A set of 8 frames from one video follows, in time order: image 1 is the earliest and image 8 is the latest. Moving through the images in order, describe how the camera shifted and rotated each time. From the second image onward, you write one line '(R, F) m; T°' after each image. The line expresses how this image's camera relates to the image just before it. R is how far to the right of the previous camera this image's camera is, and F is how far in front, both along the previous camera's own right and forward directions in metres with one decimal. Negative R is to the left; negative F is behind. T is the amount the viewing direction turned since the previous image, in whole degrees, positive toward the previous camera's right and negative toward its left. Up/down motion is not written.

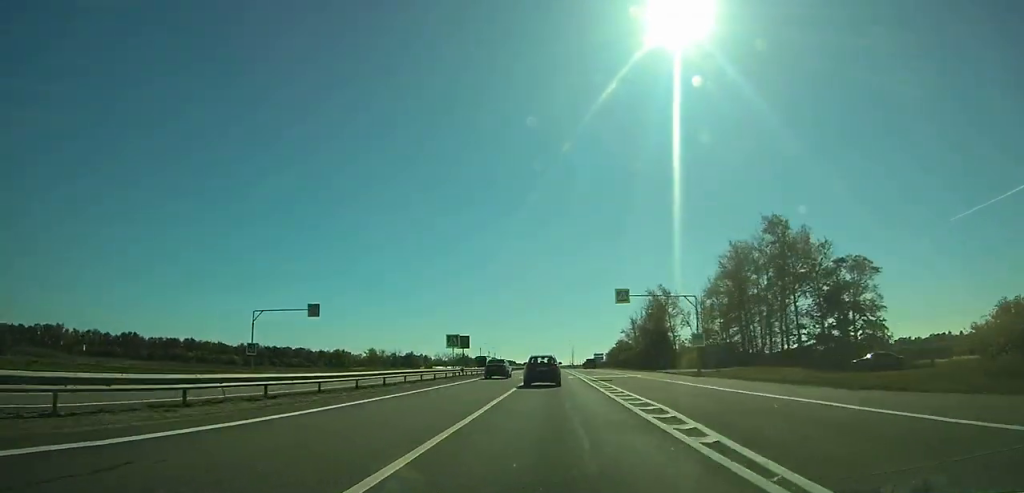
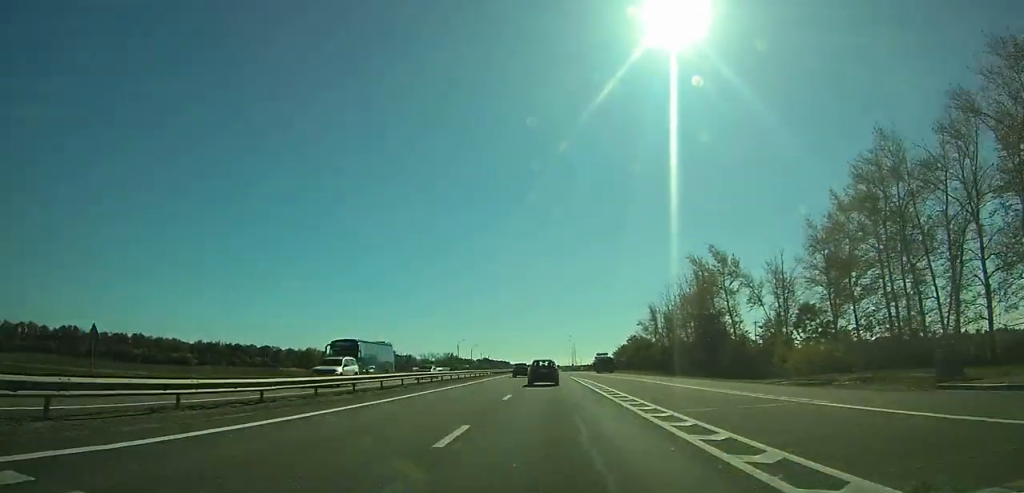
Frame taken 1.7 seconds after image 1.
(+0.1, +46.3) m; +1°
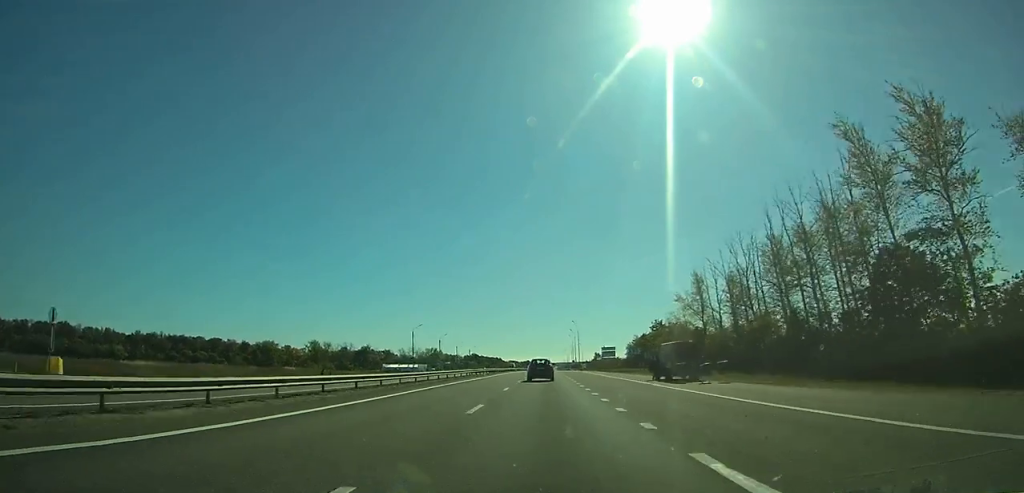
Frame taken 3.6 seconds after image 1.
(+0.4, +53.9) m; 0°
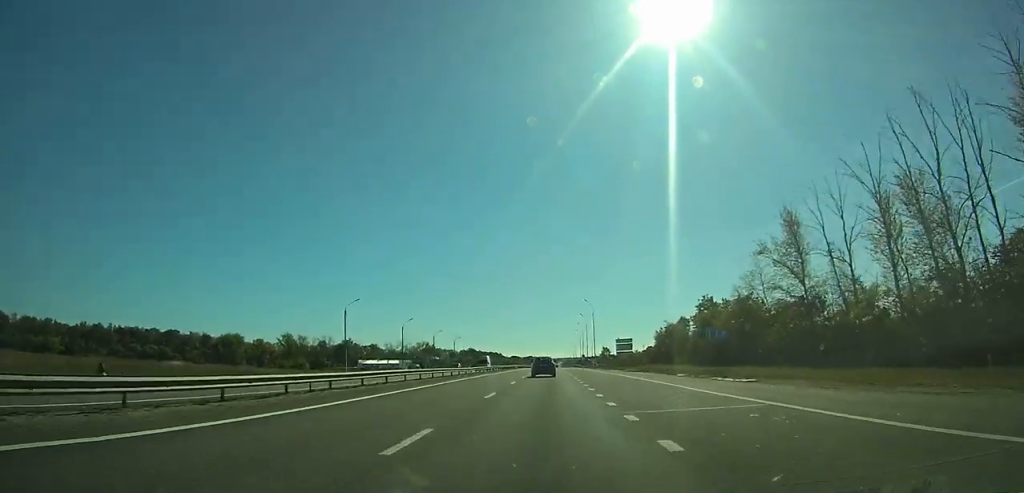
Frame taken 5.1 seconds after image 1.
(-0.2, +42.9) m; 0°
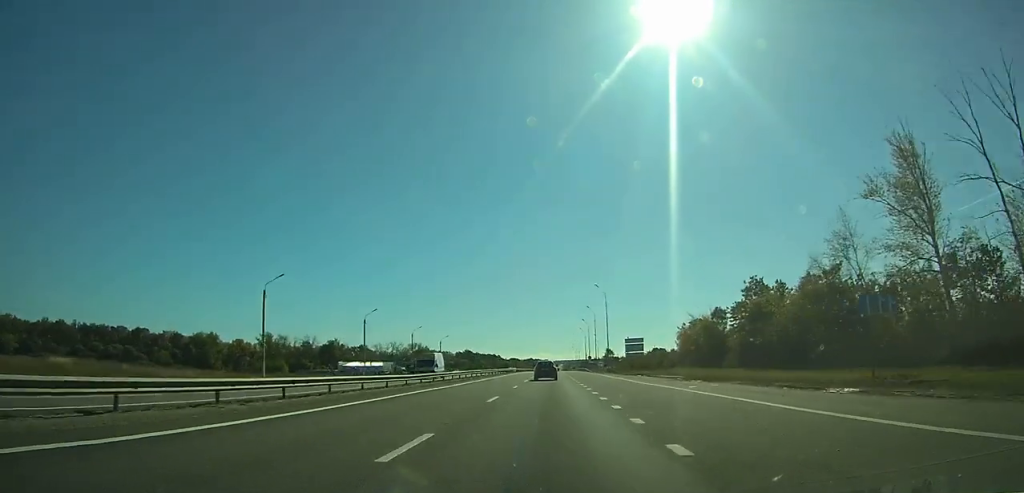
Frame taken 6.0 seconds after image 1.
(0.0, +24.3) m; 0°
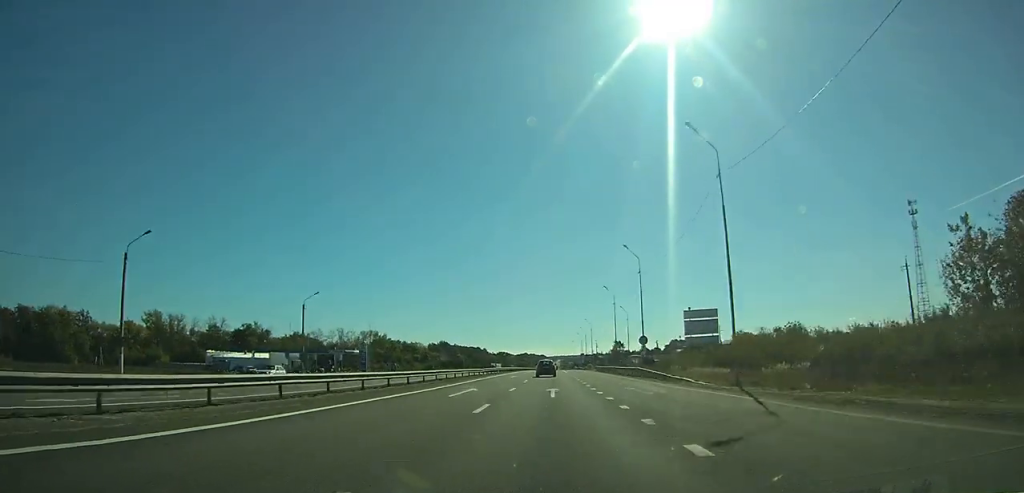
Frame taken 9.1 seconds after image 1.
(+0.2, +88.1) m; 0°
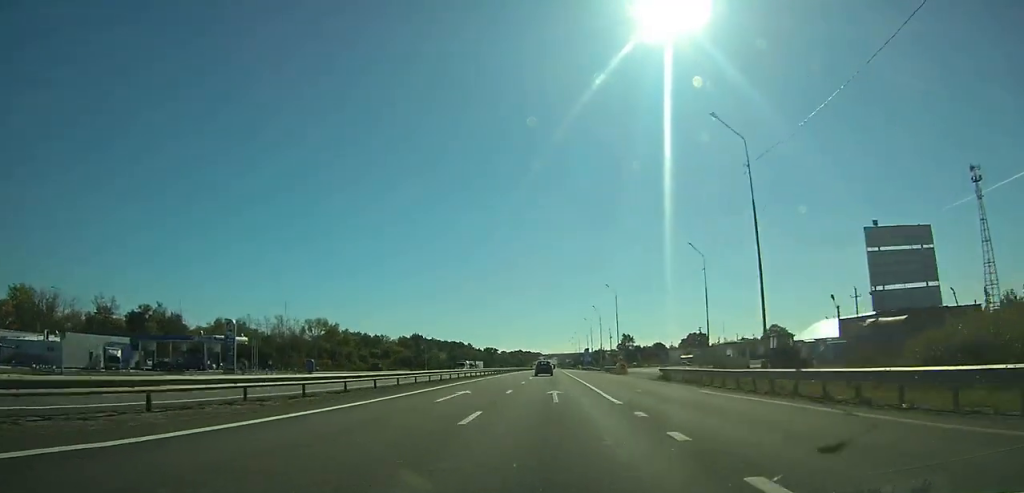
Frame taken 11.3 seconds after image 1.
(0.0, +62.1) m; 0°
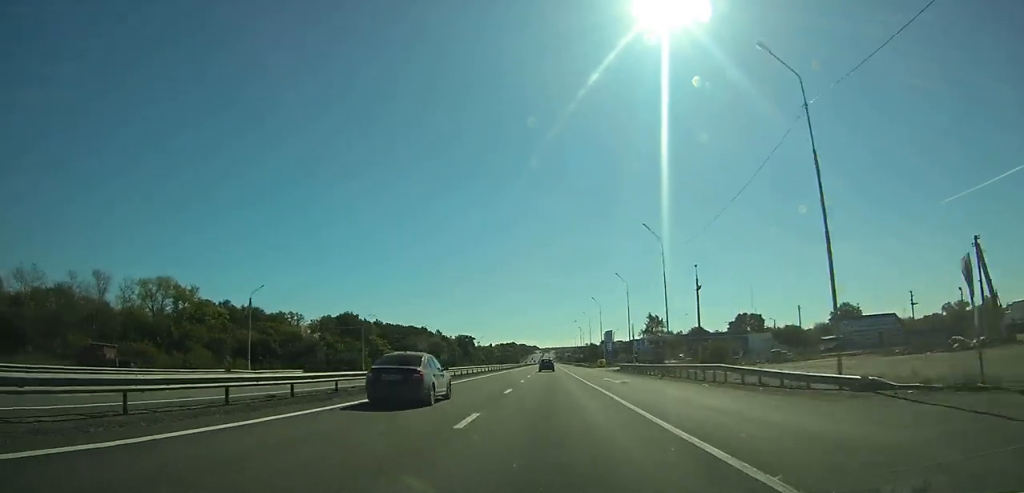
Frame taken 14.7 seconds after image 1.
(+0.1, +96.1) m; 0°
